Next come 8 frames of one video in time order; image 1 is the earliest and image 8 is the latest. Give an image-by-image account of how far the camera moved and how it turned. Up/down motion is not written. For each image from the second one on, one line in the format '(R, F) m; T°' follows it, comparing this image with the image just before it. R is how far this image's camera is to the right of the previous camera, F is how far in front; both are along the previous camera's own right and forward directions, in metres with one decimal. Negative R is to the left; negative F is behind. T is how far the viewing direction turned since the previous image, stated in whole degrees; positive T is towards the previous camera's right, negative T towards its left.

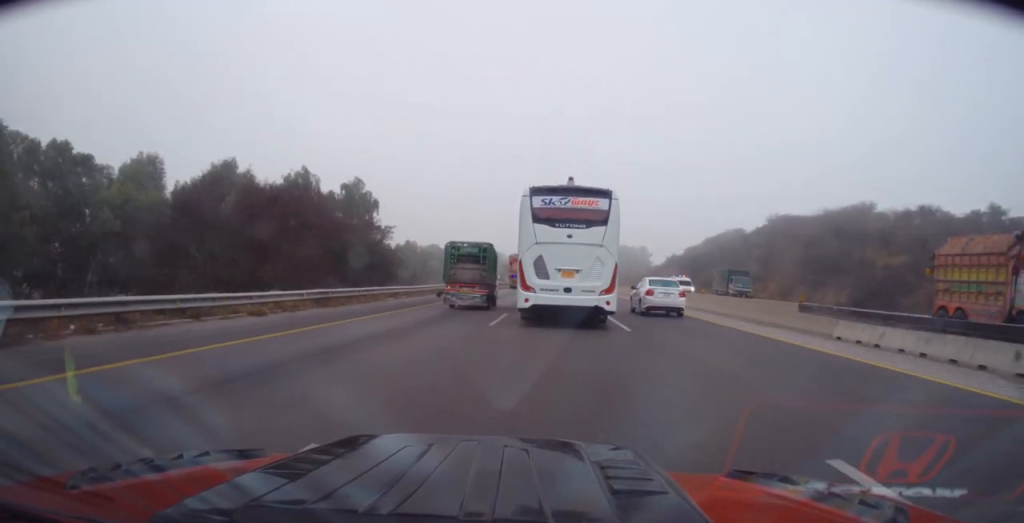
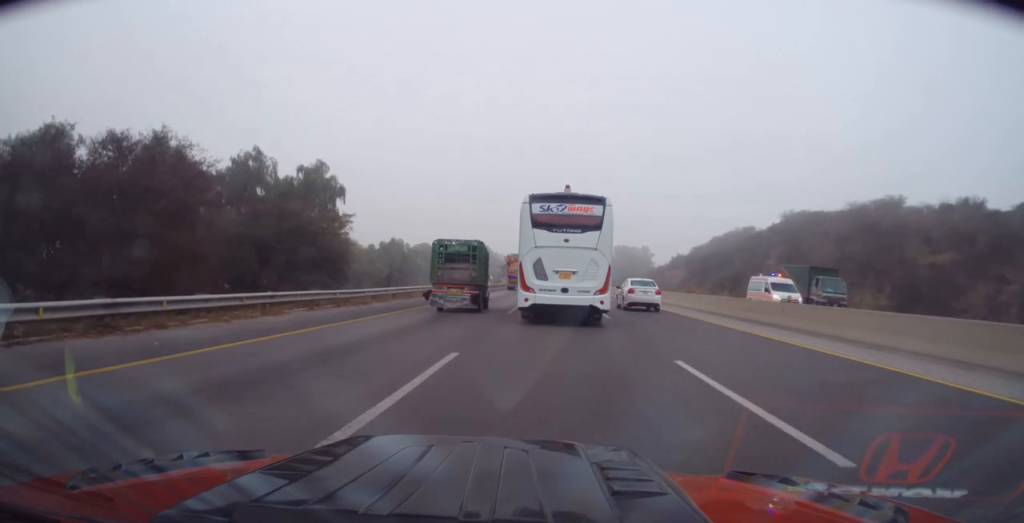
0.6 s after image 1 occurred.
(+0.1, +11.8) m; 0°
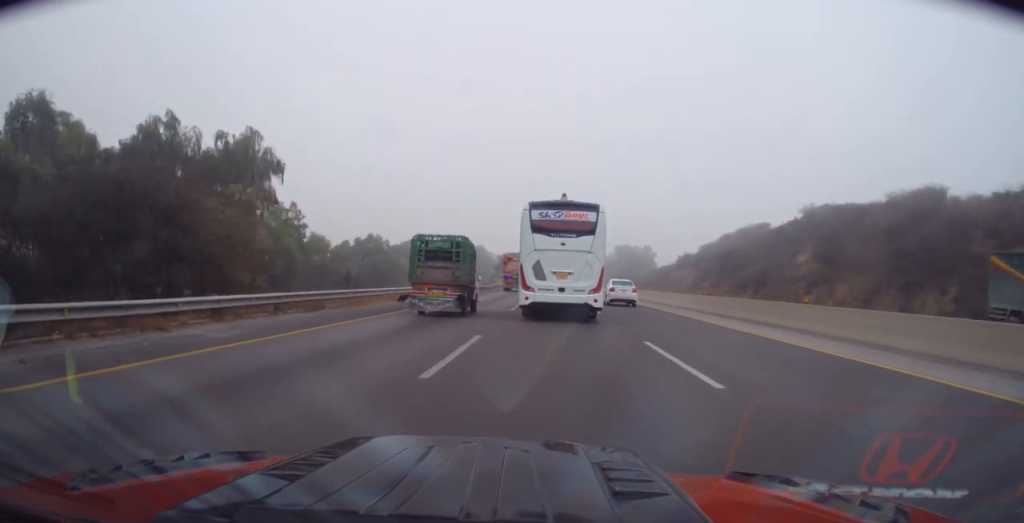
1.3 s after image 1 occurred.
(0.0, +14.4) m; 0°
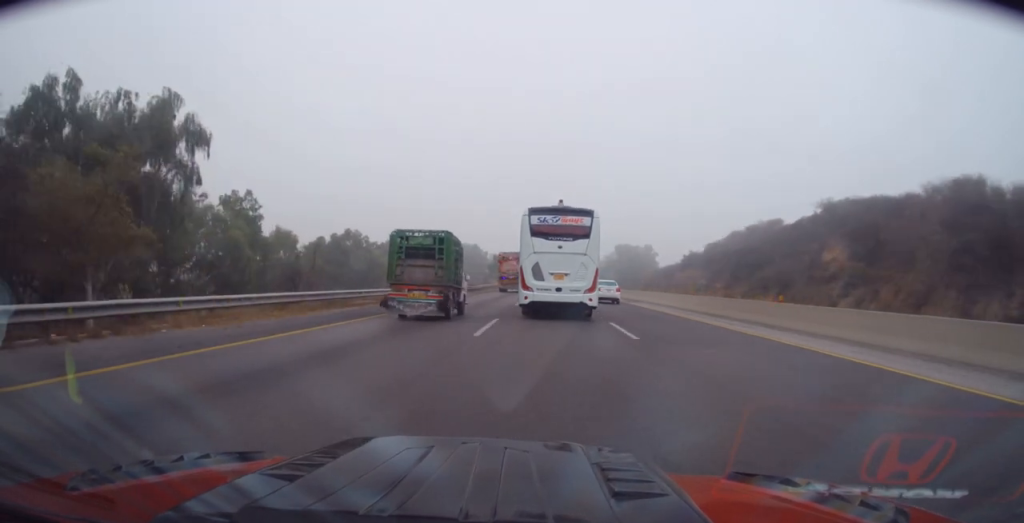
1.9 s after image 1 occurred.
(-0.2, +11.2) m; 0°
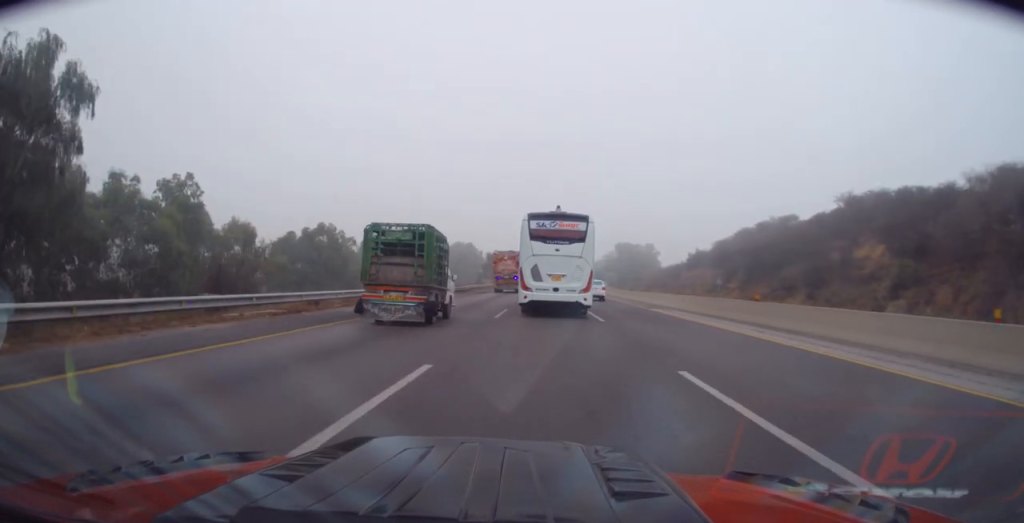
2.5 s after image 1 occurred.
(+0.2, +11.1) m; 0°
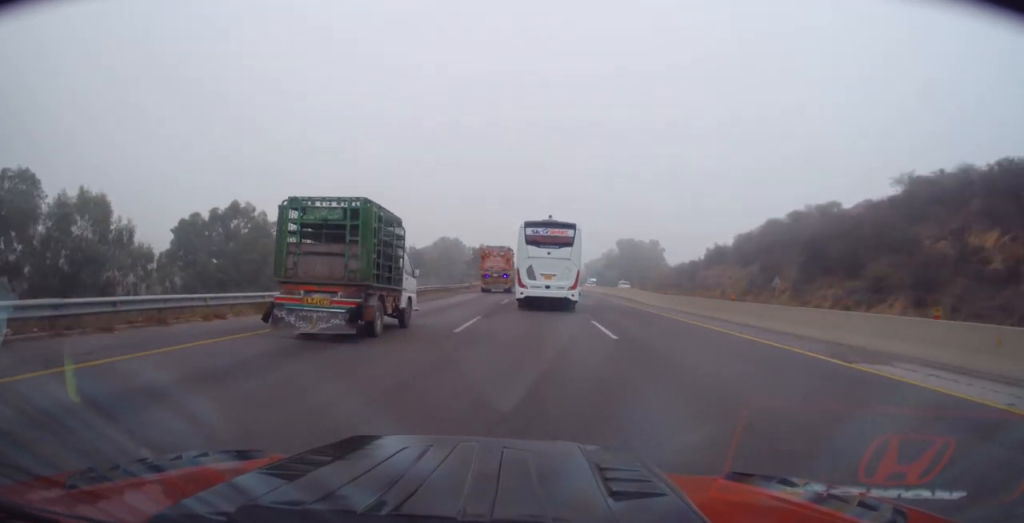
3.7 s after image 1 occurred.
(+0.1, +24.7) m; +1°
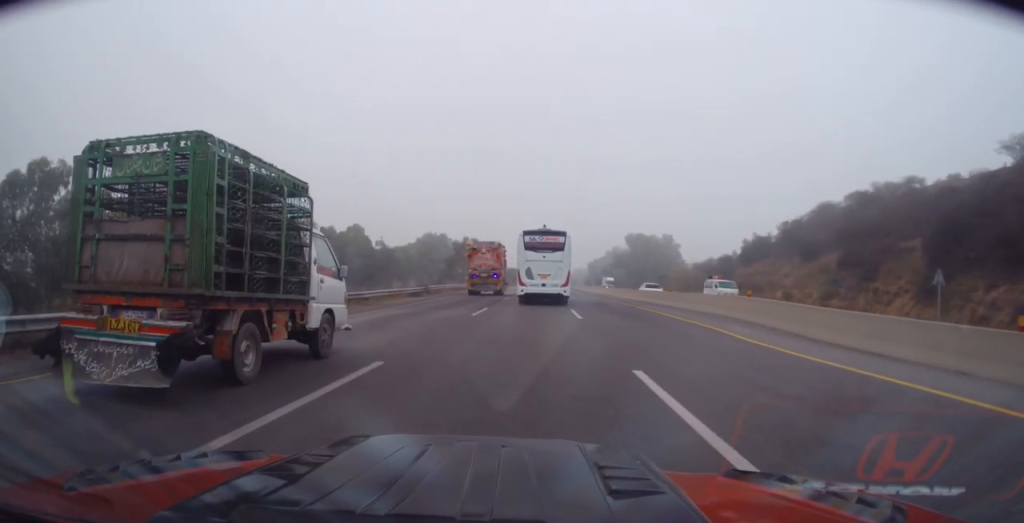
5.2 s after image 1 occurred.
(+0.3, +29.0) m; 0°
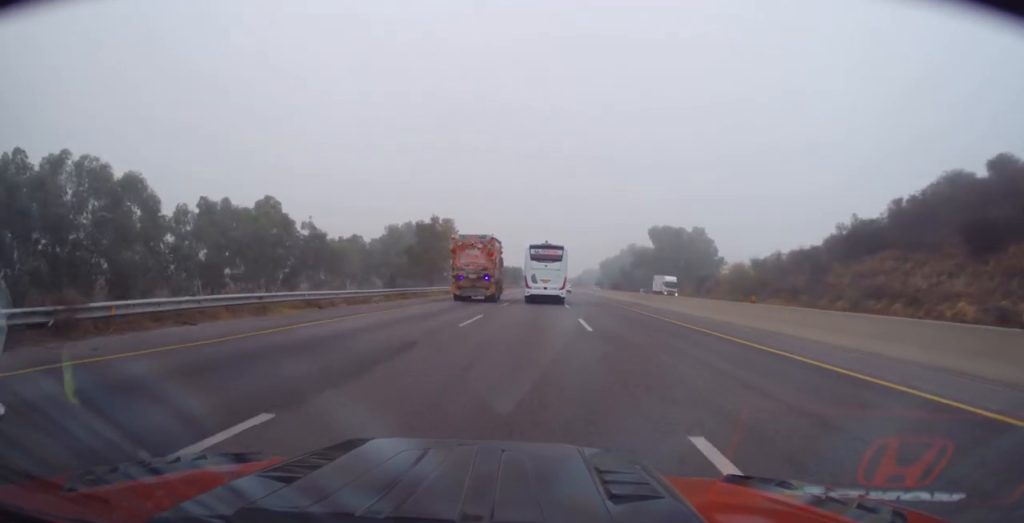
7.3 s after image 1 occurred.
(-0.7, +39.1) m; -1°
